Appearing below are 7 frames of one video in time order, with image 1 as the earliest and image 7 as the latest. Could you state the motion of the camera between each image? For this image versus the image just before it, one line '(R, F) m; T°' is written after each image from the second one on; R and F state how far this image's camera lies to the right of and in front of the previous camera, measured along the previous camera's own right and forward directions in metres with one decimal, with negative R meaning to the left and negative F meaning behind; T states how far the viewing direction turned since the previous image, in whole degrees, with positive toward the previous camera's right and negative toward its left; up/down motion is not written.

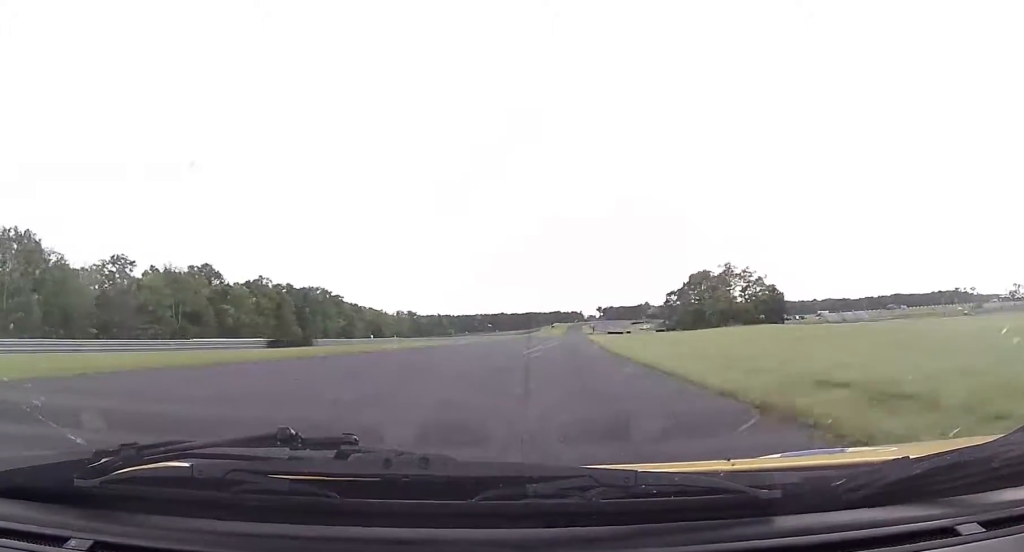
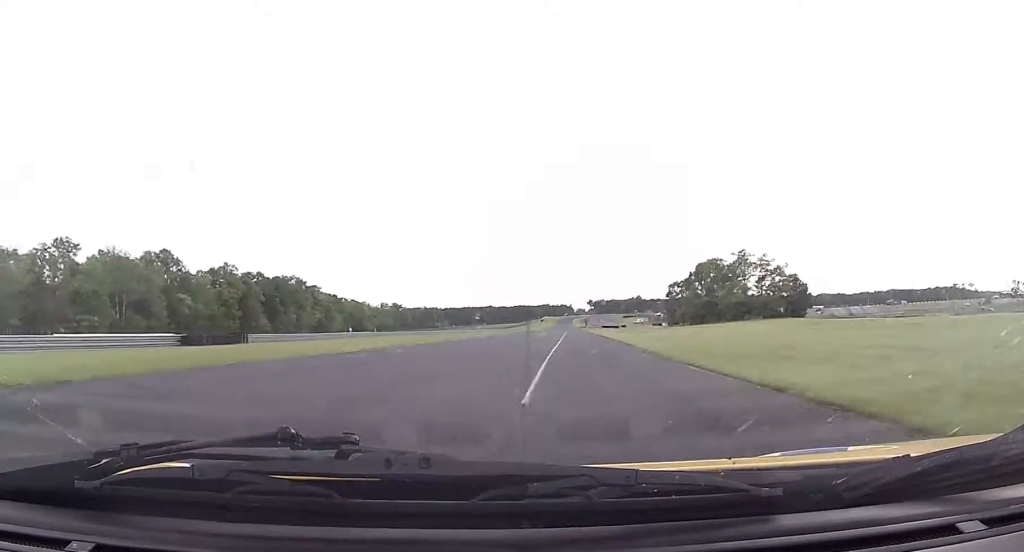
(+0.1, +18.1) m; +1°
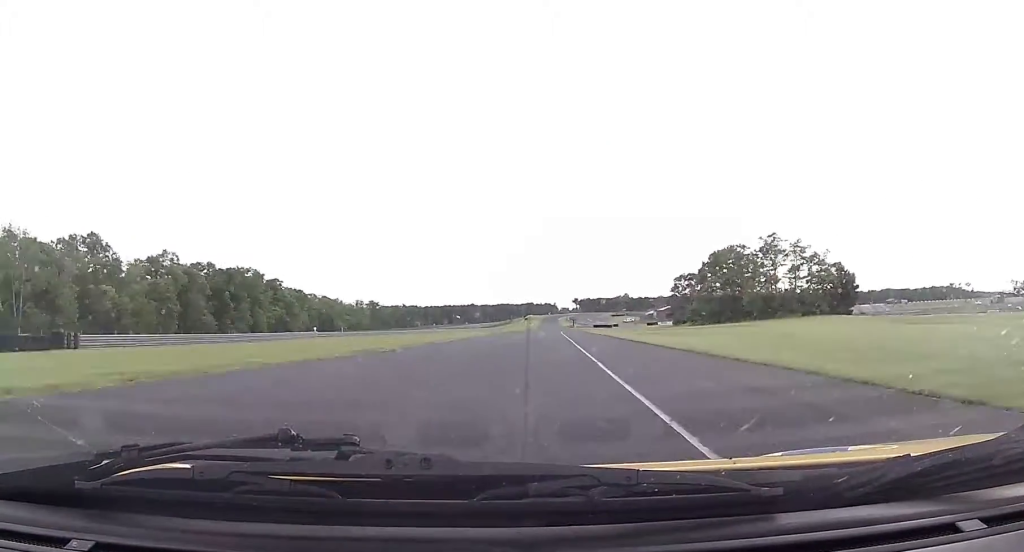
(+0.4, +25.6) m; +1°
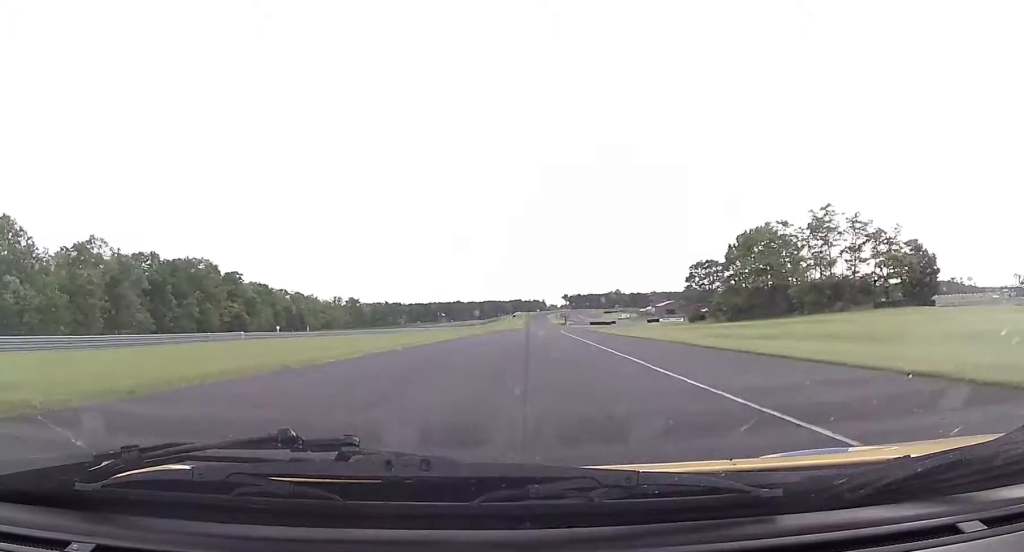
(+0.1, +25.6) m; +1°
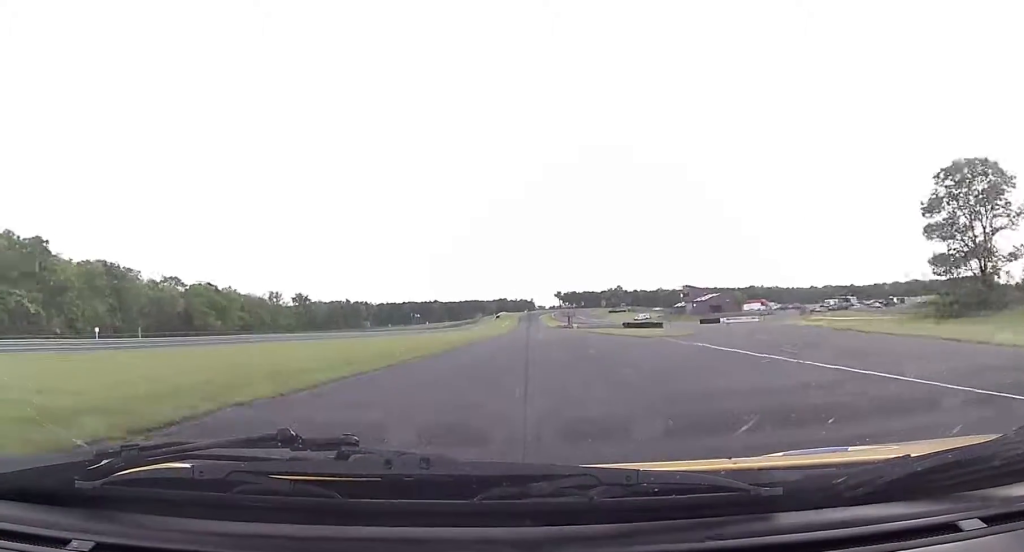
(+2.1, +89.2) m; +2°
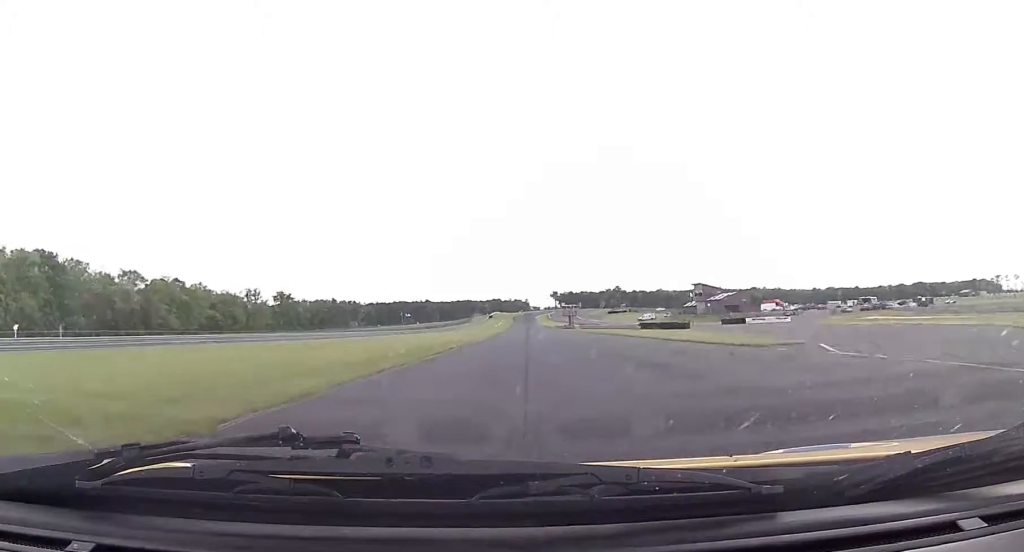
(0.0, +22.2) m; 0°
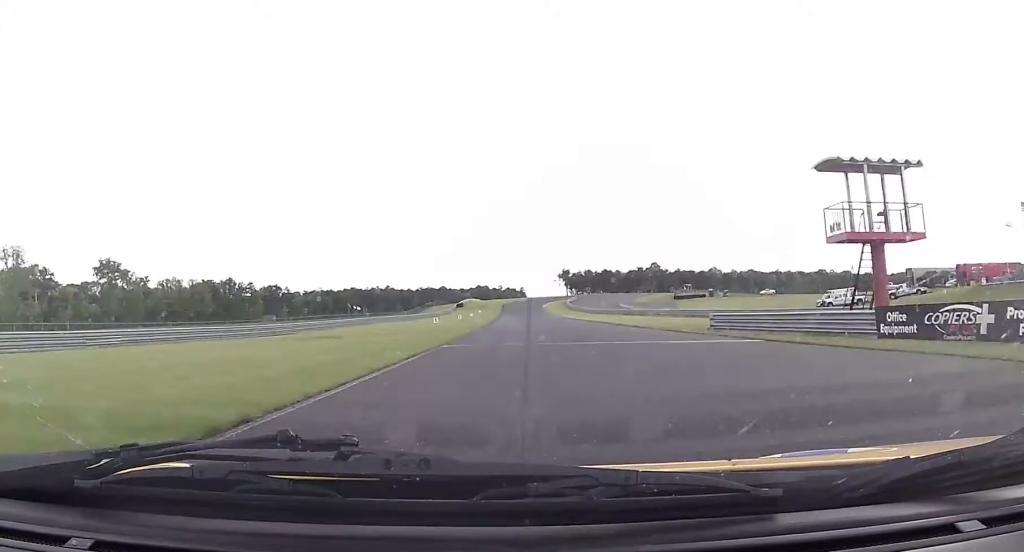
(+2.9, +165.1) m; +1°
